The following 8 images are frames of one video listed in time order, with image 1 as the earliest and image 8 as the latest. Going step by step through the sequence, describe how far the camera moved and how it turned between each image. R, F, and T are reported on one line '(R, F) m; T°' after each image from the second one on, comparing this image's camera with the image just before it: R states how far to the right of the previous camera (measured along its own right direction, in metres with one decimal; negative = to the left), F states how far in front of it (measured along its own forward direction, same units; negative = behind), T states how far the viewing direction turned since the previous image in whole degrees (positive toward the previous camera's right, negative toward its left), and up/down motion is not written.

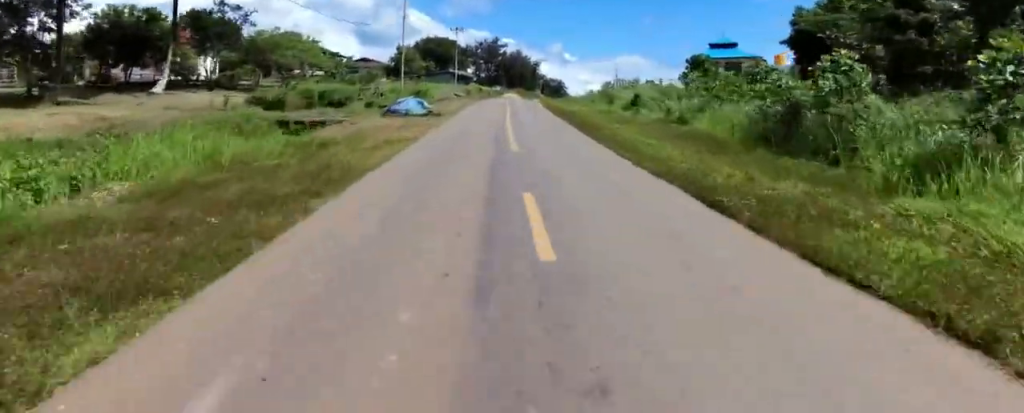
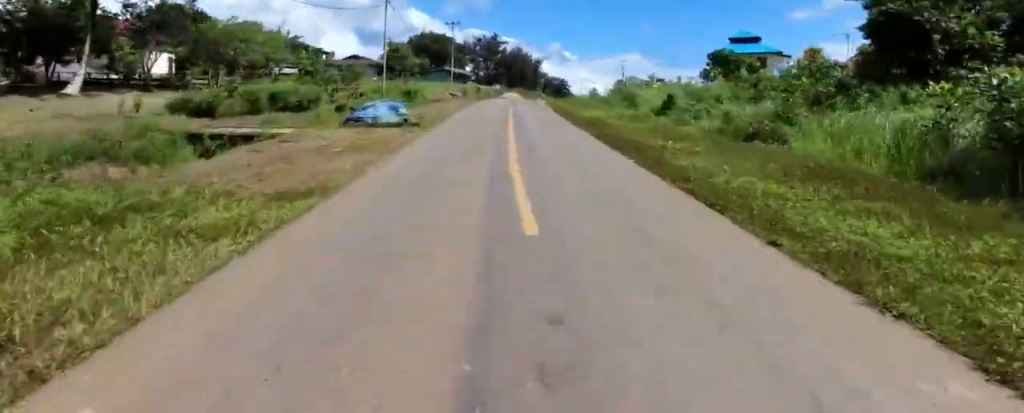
(+0.6, +6.6) m; 0°
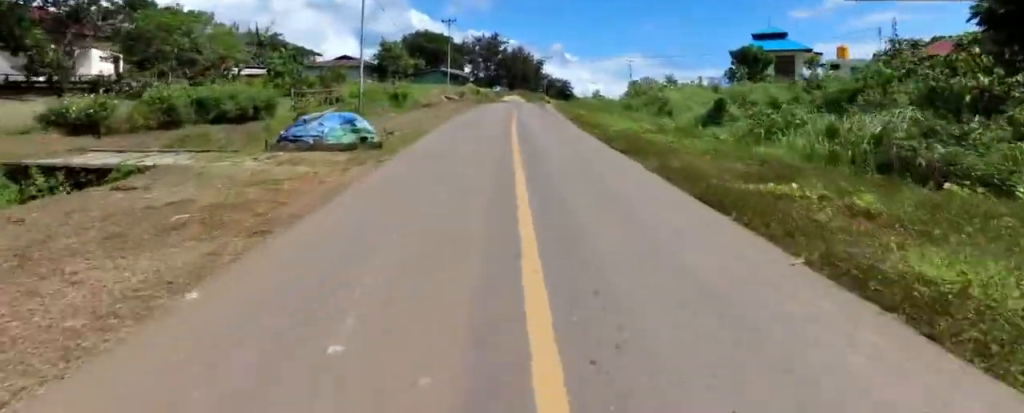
(+0.6, +6.6) m; 0°
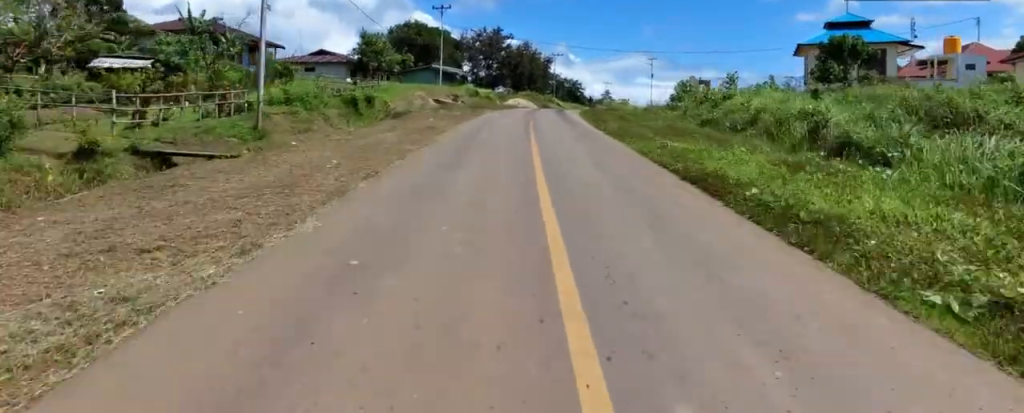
(-1.0, +13.2) m; -5°
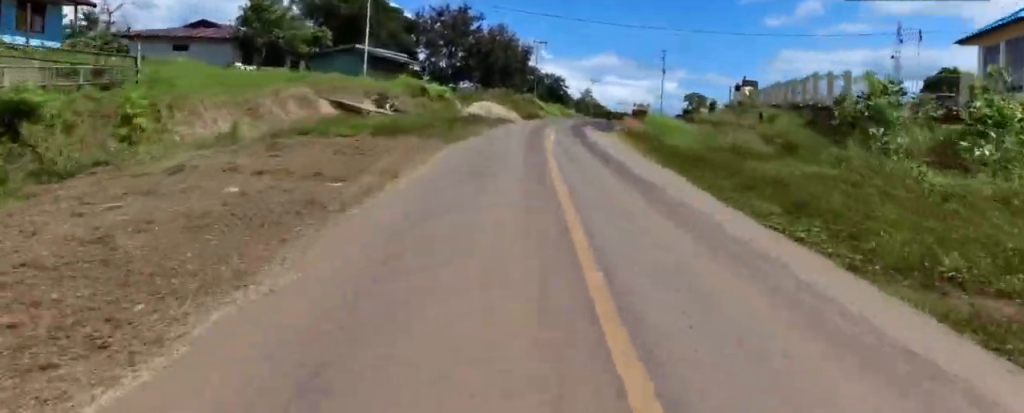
(+1.2, +23.4) m; +5°
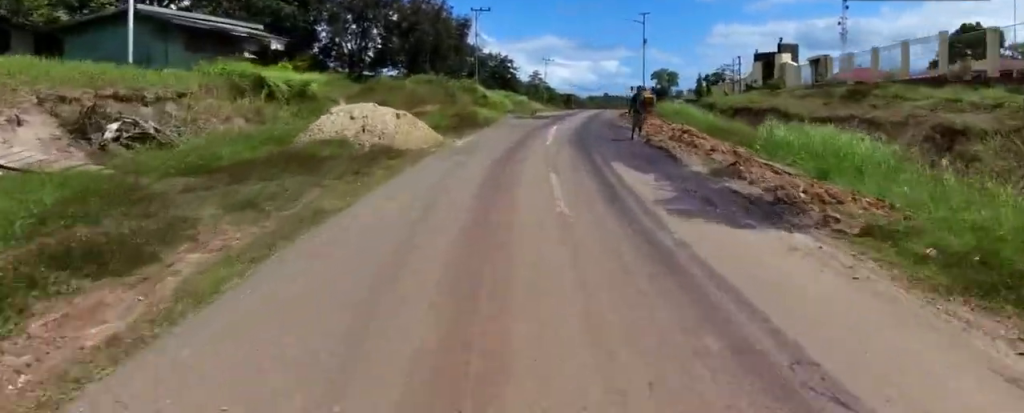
(-0.7, +20.5) m; +1°
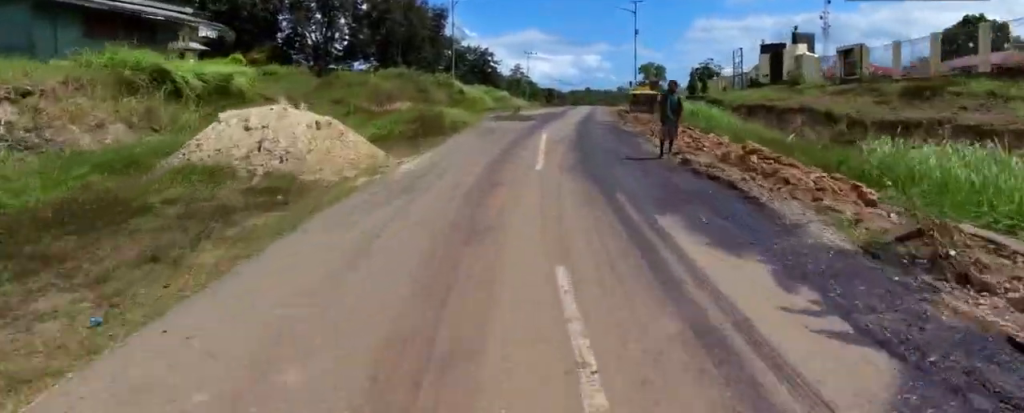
(+0.4, +5.0) m; +6°
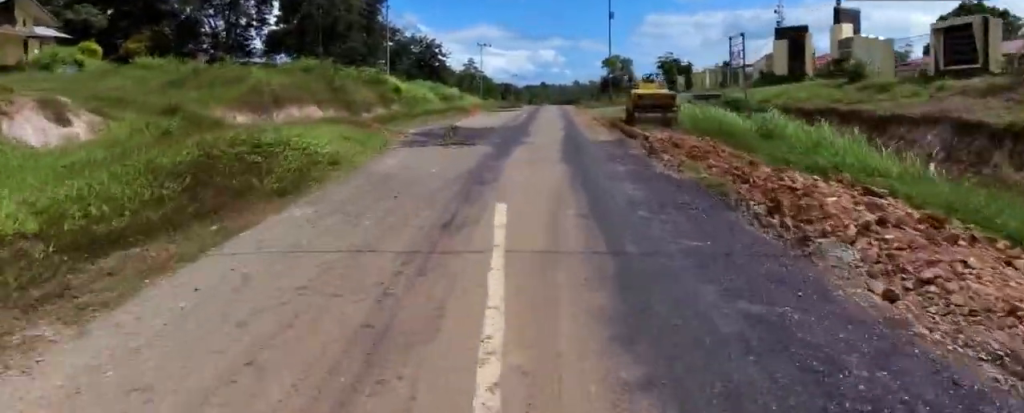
(+1.3, +10.1) m; +13°
